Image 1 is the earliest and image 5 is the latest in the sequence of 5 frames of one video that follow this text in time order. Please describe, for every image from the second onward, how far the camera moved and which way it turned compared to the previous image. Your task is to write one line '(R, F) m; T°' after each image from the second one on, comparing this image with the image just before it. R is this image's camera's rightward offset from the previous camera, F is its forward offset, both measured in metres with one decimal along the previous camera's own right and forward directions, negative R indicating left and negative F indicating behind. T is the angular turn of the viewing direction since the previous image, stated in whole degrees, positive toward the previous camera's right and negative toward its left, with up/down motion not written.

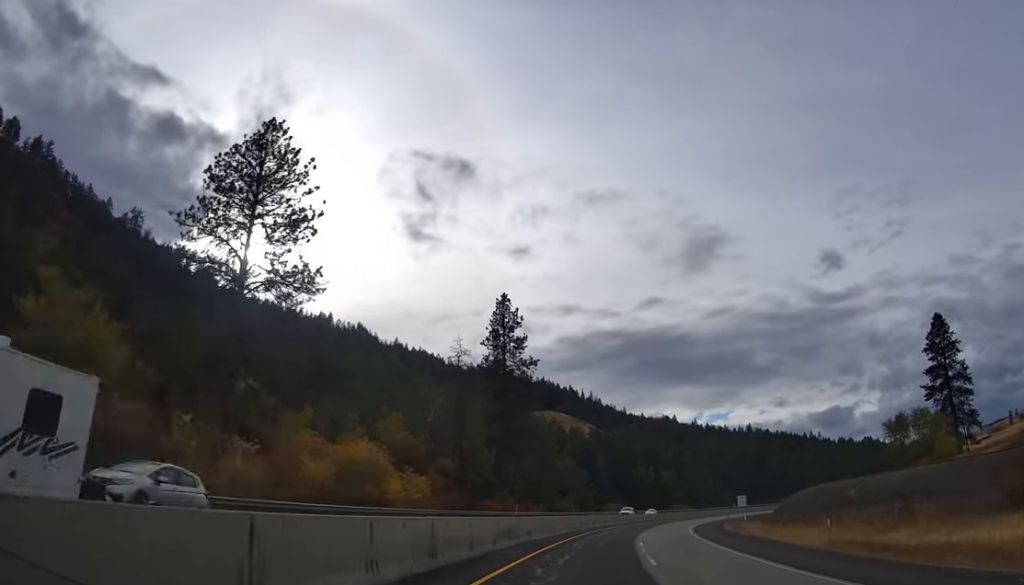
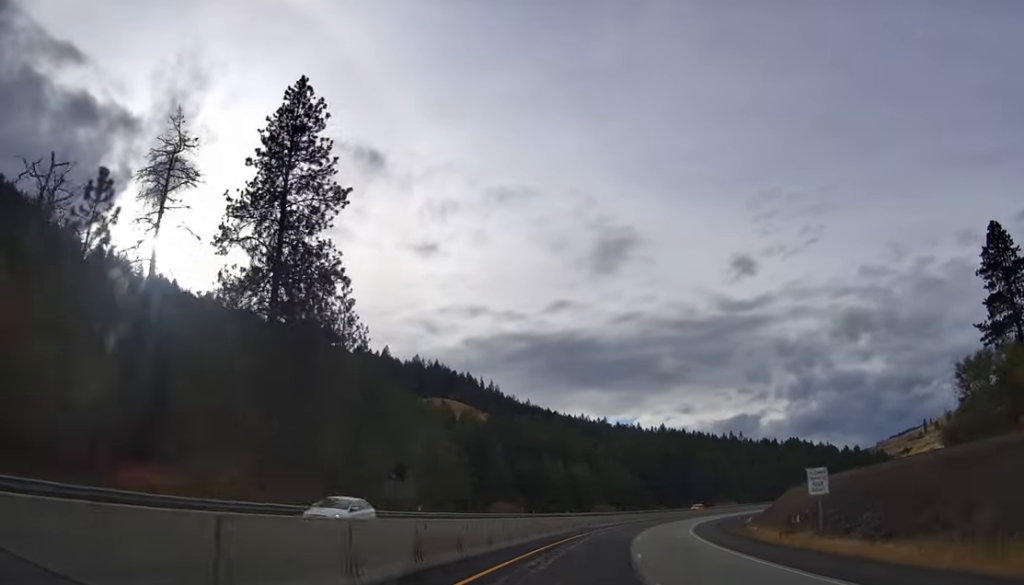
(+3.9, +56.9) m; +7°
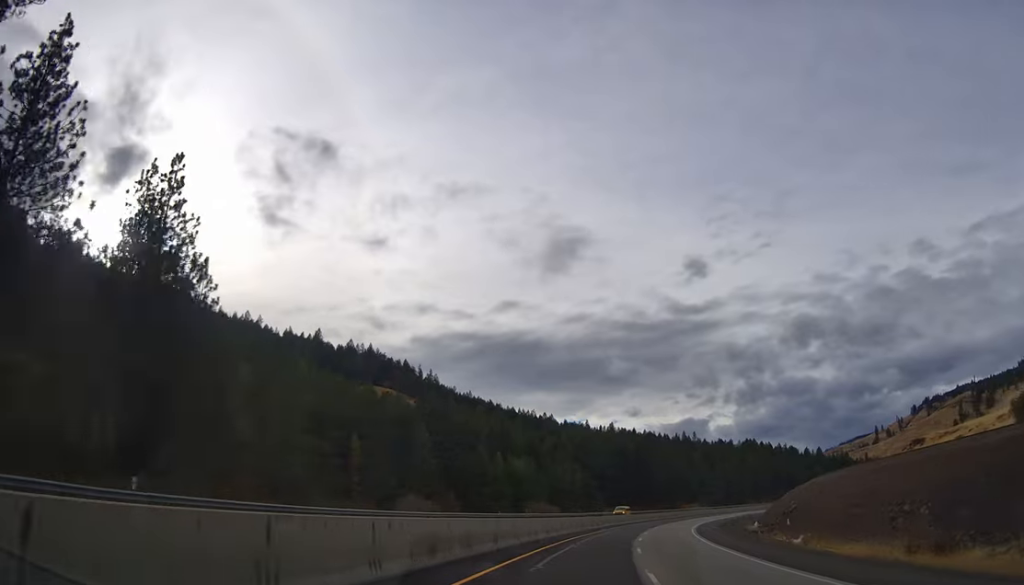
(+1.0, +32.6) m; +5°
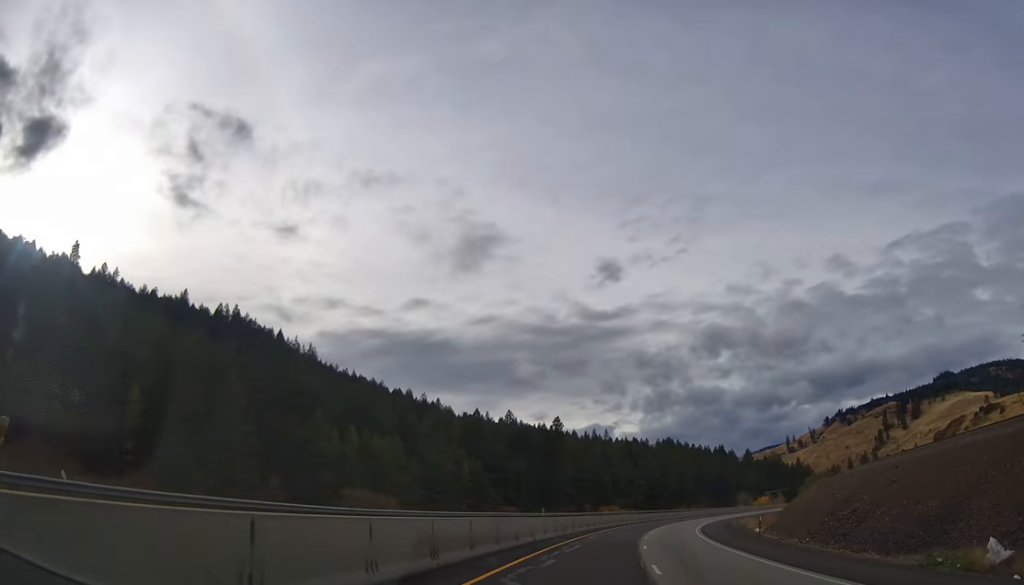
(+5.3, +56.7) m; +10°
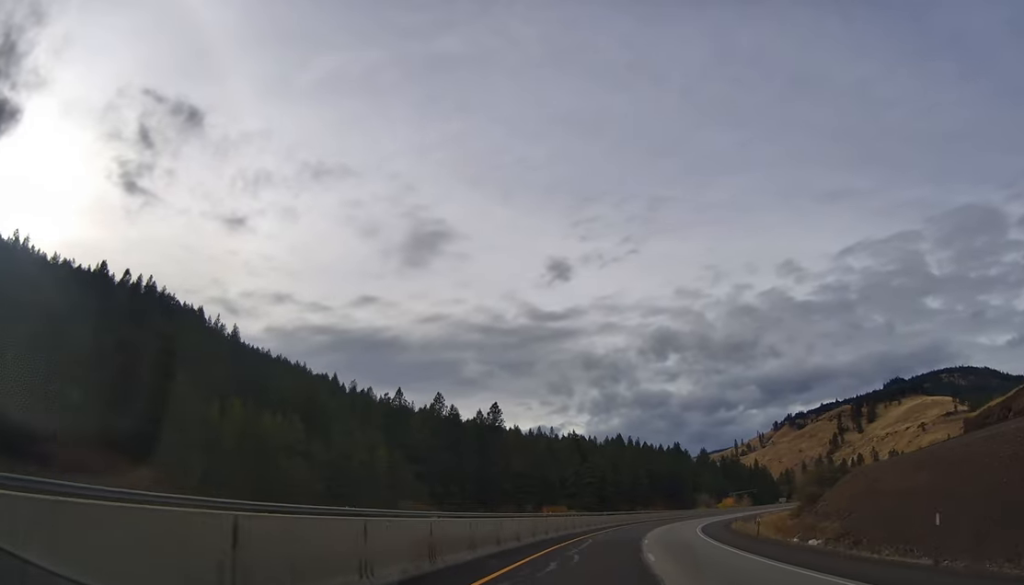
(+1.3, +30.8) m; +4°
